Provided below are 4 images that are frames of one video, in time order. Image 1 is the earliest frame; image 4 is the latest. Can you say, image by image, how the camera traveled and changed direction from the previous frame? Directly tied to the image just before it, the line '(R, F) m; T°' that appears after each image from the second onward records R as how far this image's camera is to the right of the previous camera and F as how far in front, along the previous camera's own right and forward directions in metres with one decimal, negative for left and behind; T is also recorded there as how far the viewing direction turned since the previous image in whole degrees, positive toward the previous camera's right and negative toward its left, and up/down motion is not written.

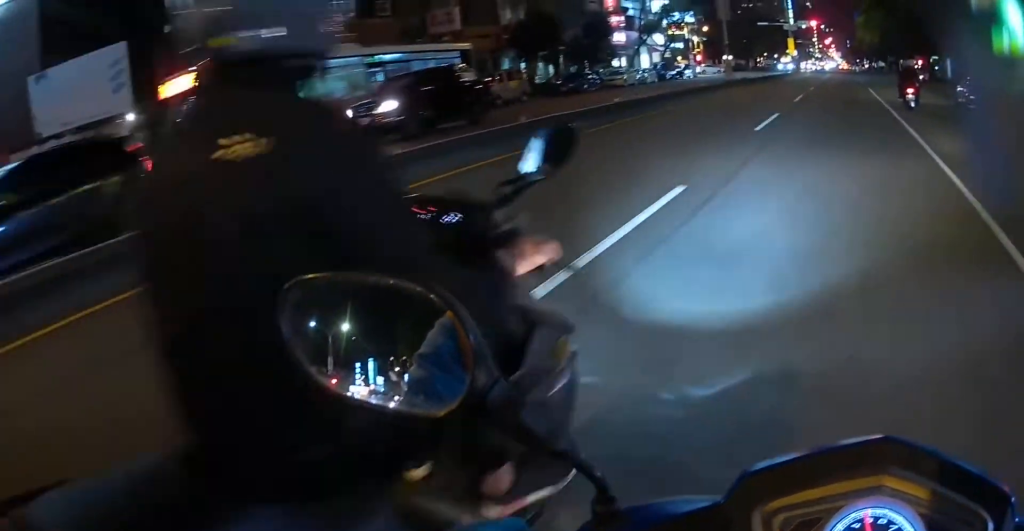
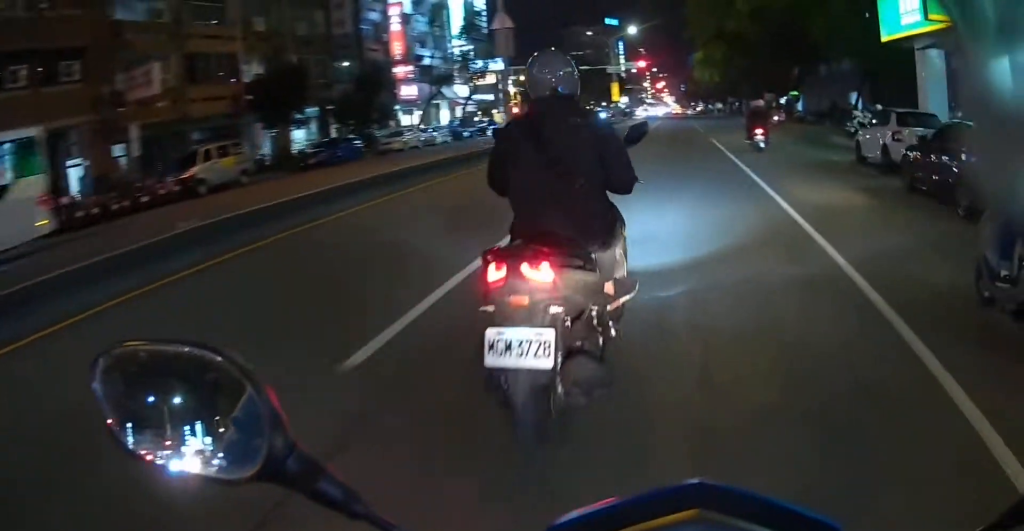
(-0.1, +9.9) m; +1°
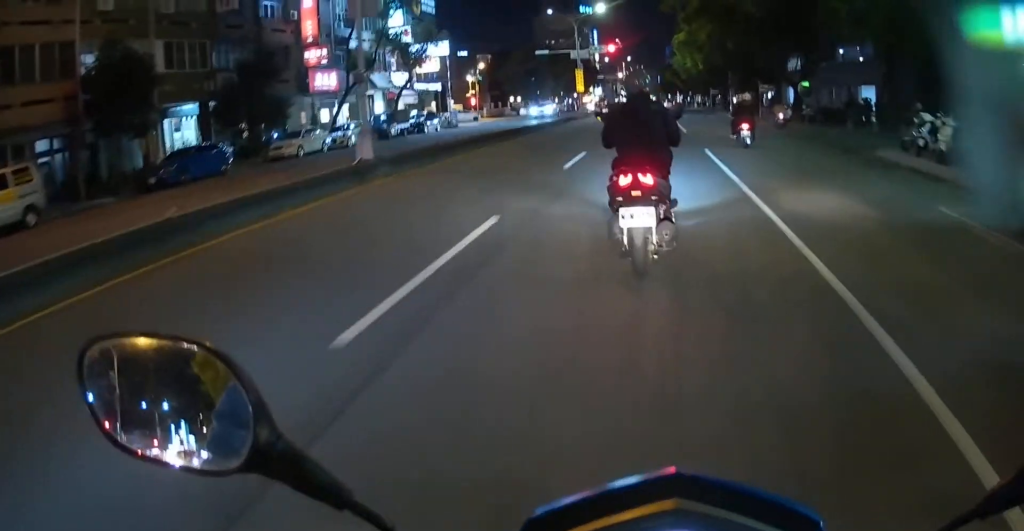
(+0.3, +10.5) m; +1°
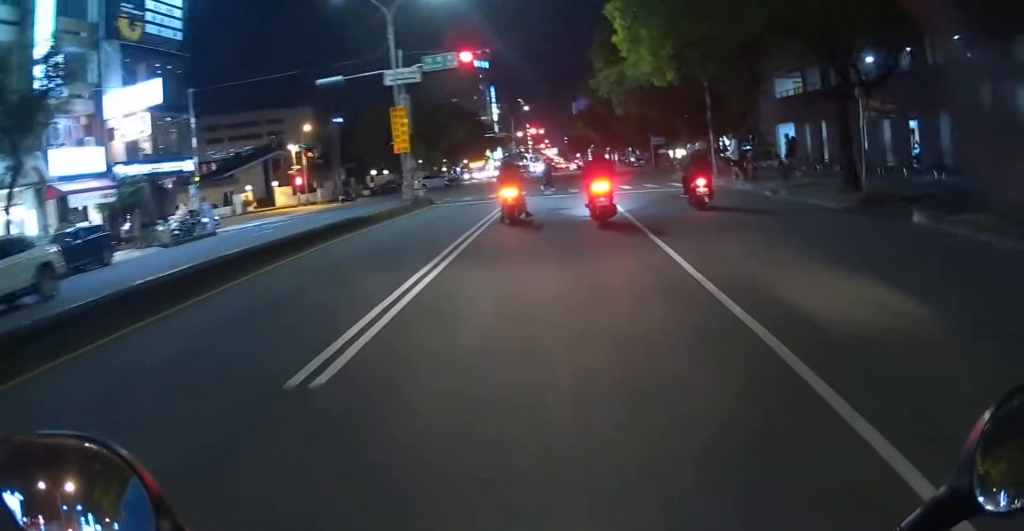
(-0.7, +32.1) m; +2°
